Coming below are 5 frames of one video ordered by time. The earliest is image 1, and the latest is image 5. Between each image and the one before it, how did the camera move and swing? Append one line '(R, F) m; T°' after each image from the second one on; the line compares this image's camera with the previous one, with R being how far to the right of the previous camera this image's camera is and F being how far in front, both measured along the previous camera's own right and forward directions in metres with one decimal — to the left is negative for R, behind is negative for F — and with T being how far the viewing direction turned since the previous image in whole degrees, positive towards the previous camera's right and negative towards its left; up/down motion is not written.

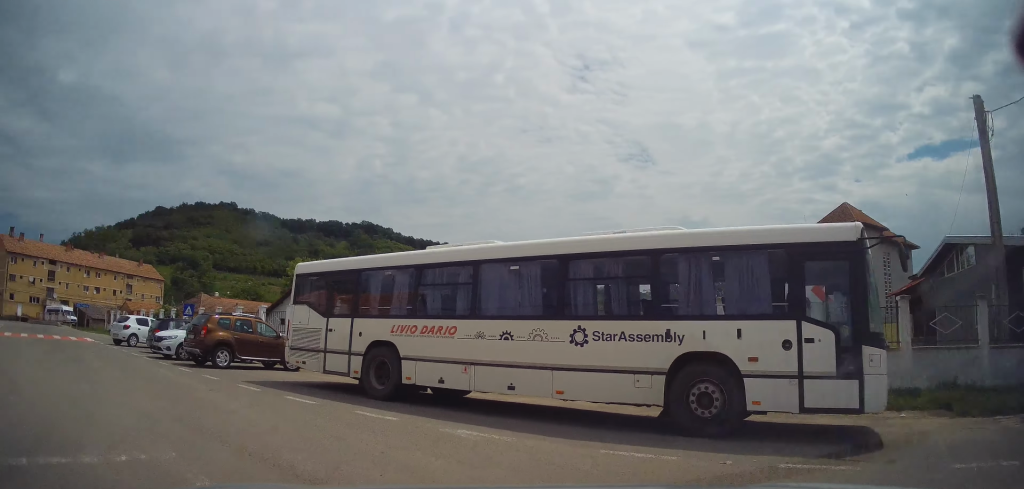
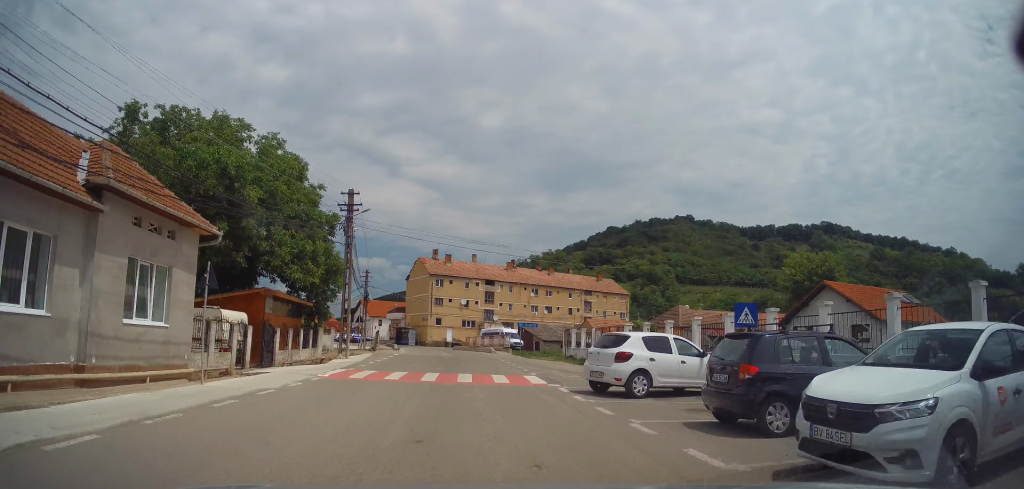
(-5.2, +12.0) m; -33°
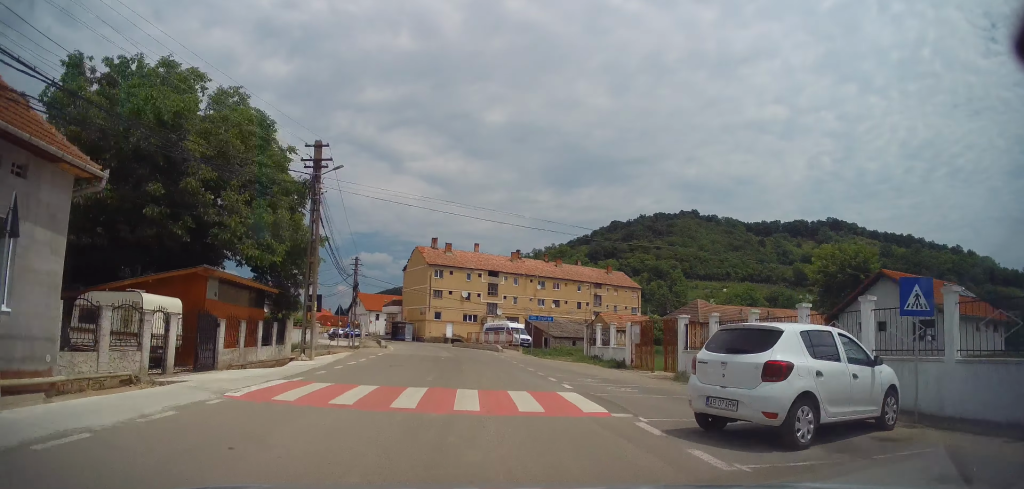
(+0.1, +5.2) m; +3°
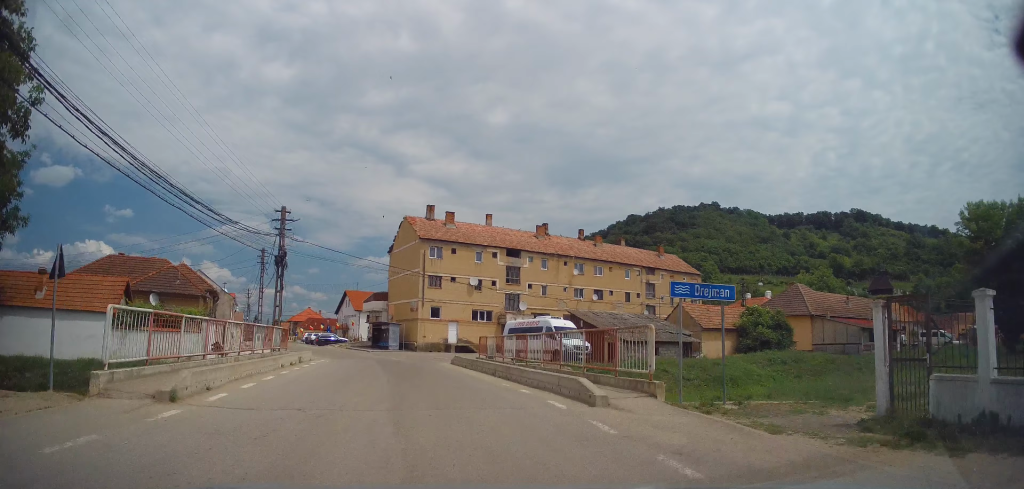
(-0.7, +21.9) m; -4°
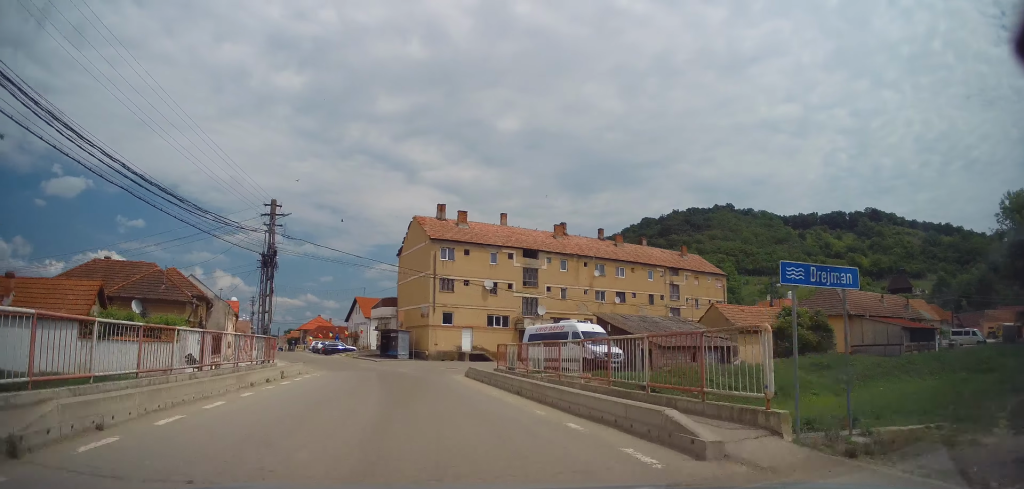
(+0.2, +3.8) m; -2°
